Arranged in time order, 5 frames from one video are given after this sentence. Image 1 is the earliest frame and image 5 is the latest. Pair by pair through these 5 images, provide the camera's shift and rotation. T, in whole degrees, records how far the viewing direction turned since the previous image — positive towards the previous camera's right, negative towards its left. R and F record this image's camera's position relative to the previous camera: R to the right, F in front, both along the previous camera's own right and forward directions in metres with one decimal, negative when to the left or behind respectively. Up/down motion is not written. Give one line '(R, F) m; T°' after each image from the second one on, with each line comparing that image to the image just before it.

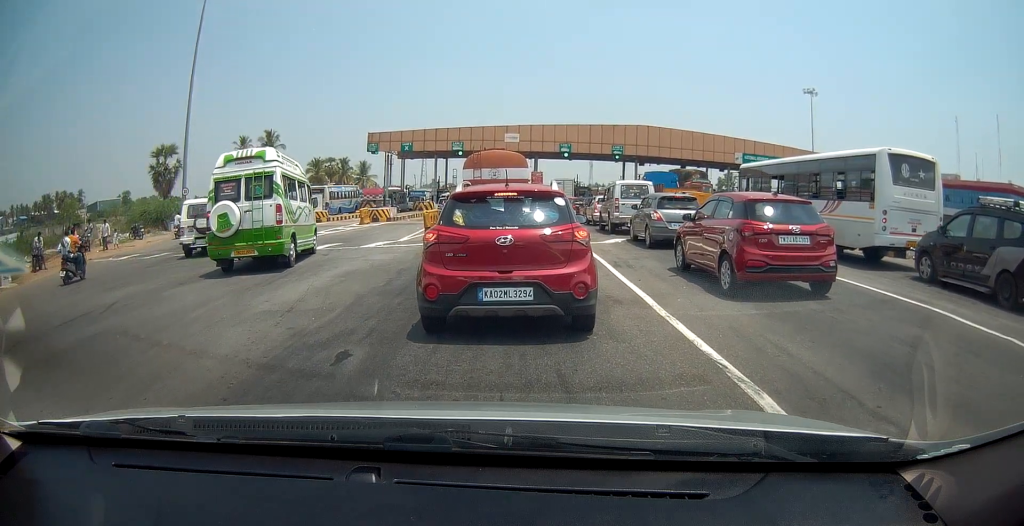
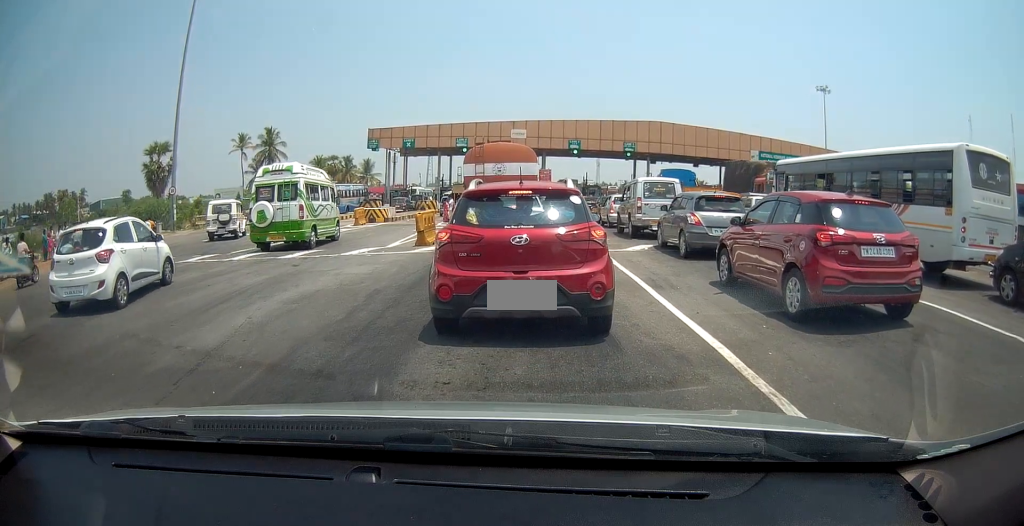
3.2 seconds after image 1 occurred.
(+0.3, +2.0) m; 0°
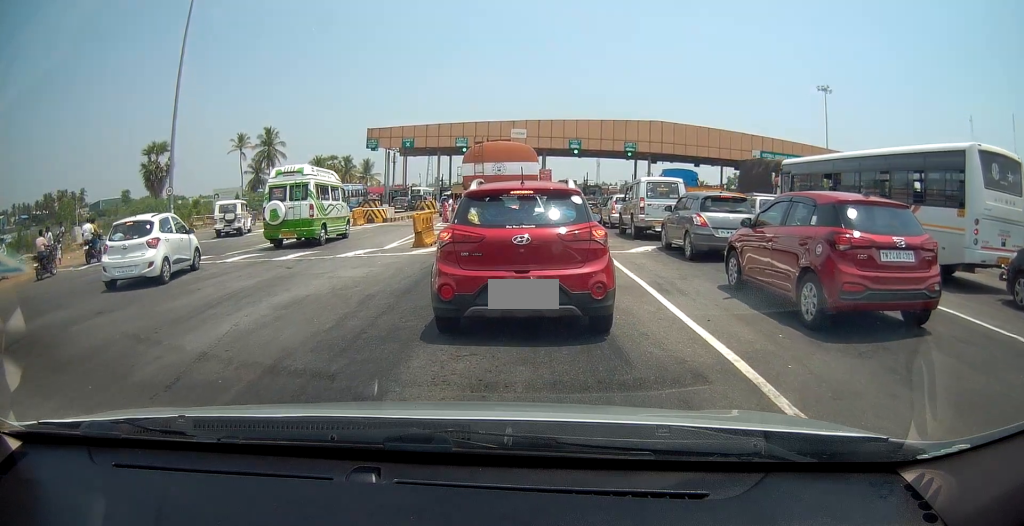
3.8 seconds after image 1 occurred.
(0.0, +0.4) m; 0°
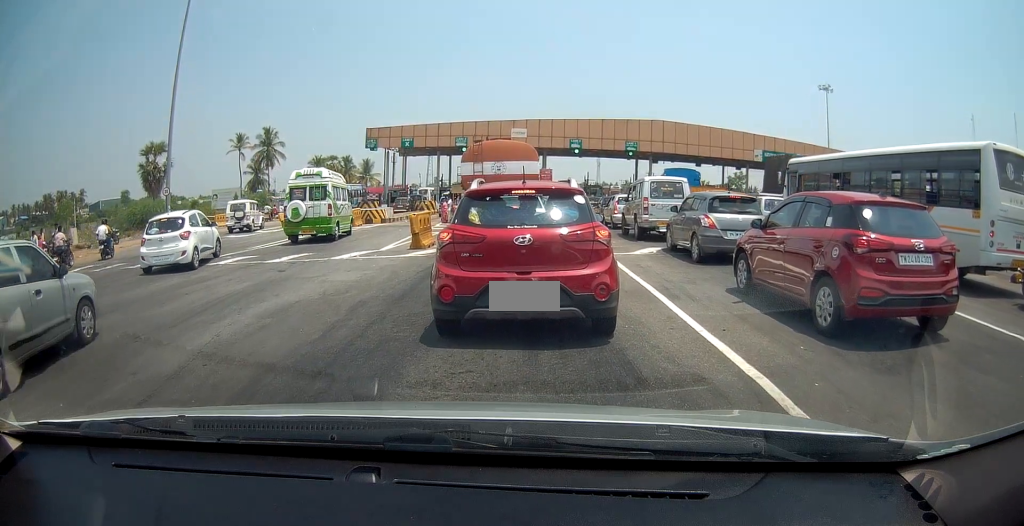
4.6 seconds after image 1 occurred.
(+0.3, +0.3) m; 0°
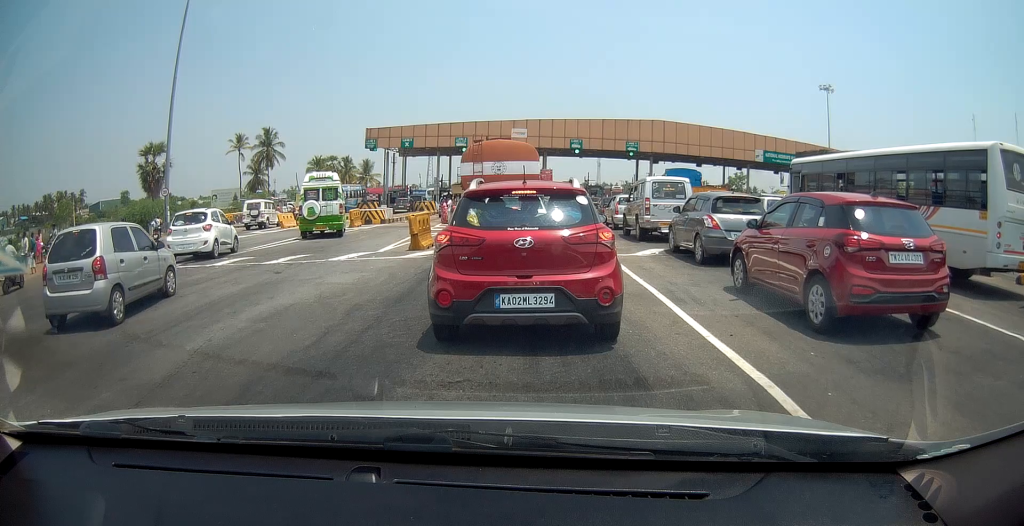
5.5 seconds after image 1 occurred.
(-0.2, +0.3) m; 0°
